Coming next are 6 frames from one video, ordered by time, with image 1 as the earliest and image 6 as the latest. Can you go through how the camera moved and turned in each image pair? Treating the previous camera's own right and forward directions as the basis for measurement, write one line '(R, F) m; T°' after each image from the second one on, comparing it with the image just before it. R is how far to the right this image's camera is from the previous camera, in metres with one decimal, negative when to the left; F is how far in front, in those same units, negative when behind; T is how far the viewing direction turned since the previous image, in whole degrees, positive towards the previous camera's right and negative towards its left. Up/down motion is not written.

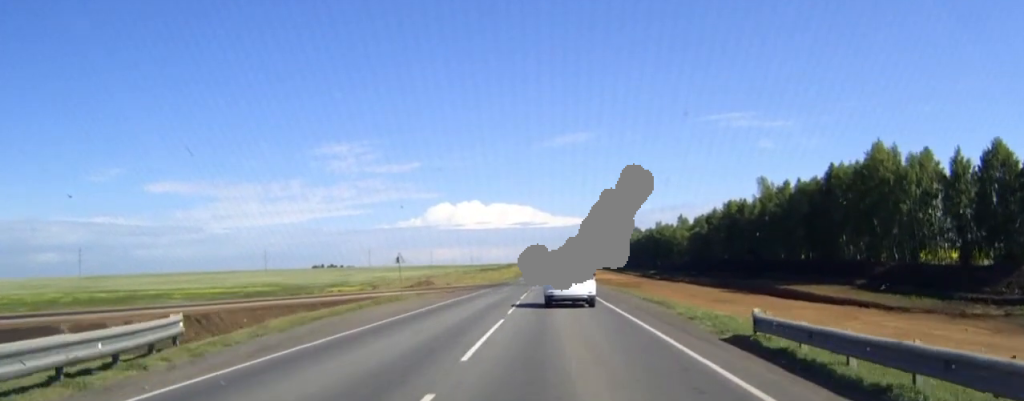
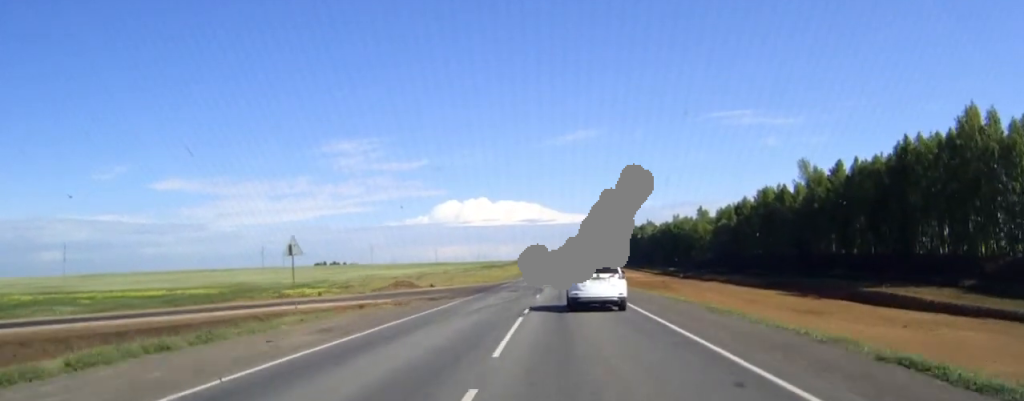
(-0.1, +23.5) m; 0°
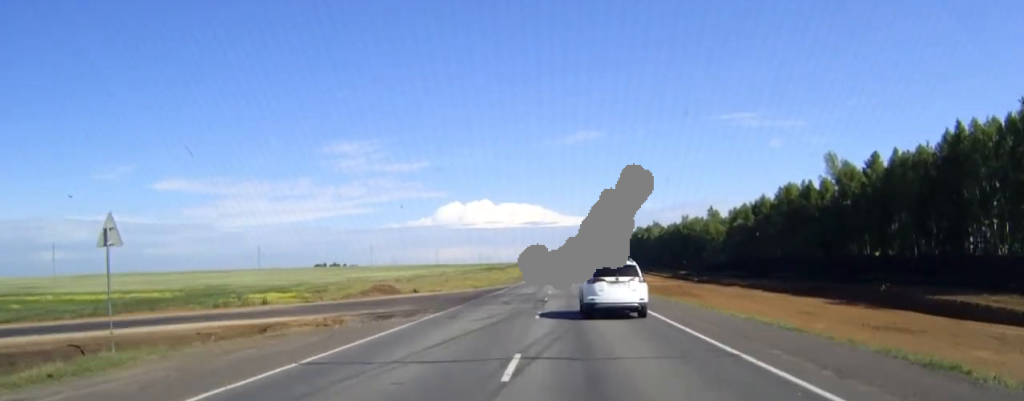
(0.0, +13.2) m; 0°
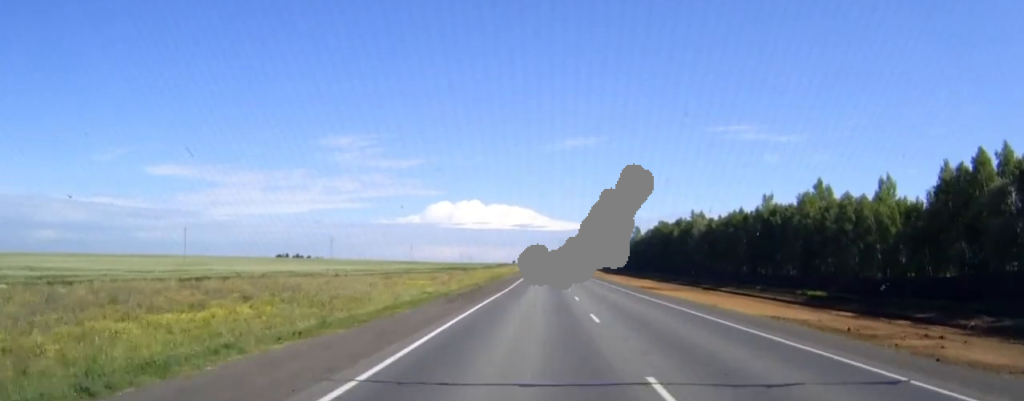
(+0.4, +109.9) m; +1°
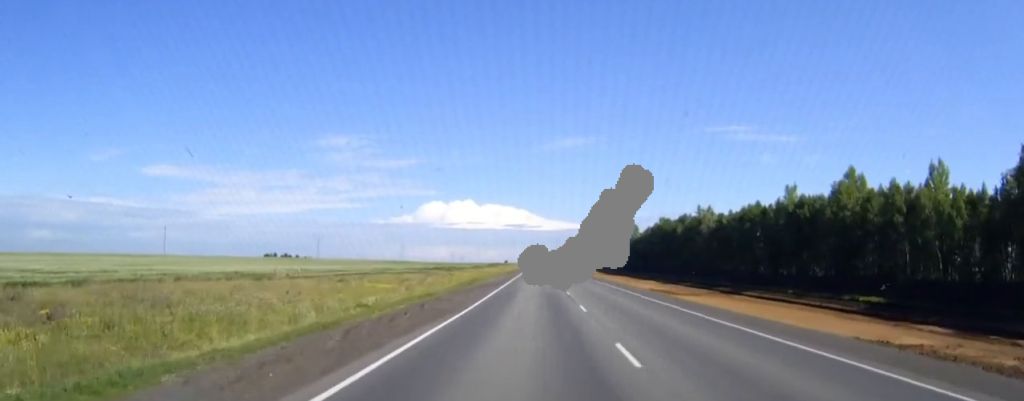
(0.0, +20.0) m; 0°
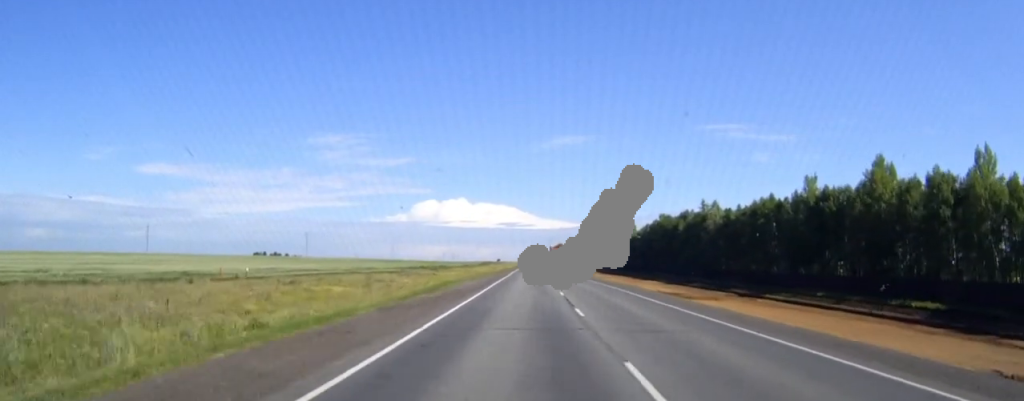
(+0.1, +14.6) m; 0°
